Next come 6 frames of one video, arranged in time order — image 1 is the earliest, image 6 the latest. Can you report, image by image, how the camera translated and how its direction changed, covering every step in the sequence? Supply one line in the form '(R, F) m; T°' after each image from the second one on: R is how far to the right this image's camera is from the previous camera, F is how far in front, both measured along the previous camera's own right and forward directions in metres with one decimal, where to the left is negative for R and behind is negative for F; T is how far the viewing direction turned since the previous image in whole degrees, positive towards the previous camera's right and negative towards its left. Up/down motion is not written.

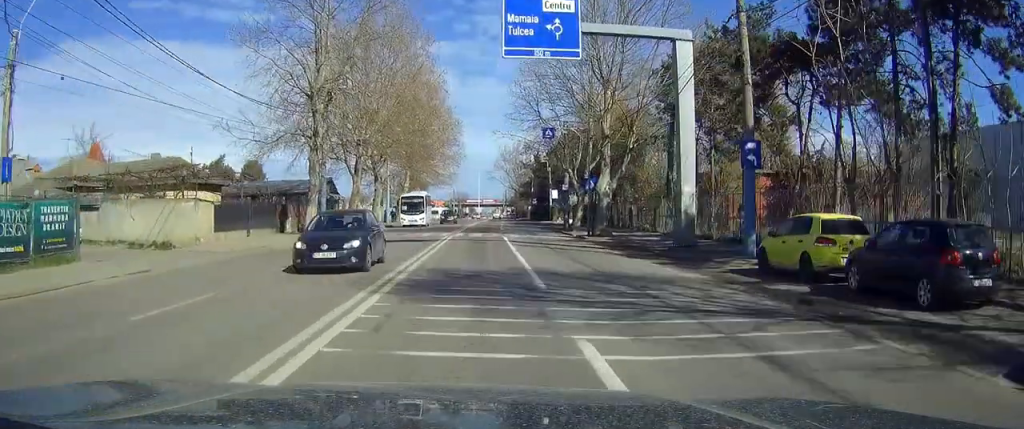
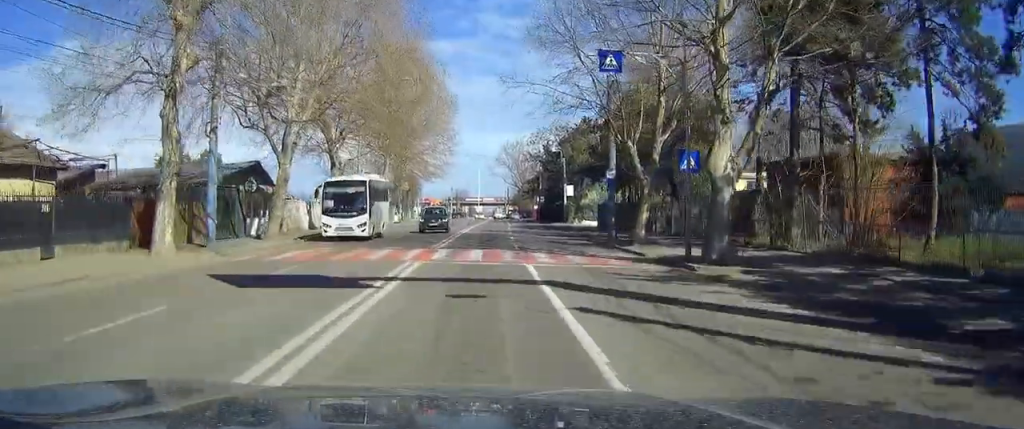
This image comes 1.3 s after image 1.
(-0.2, +19.2) m; -1°
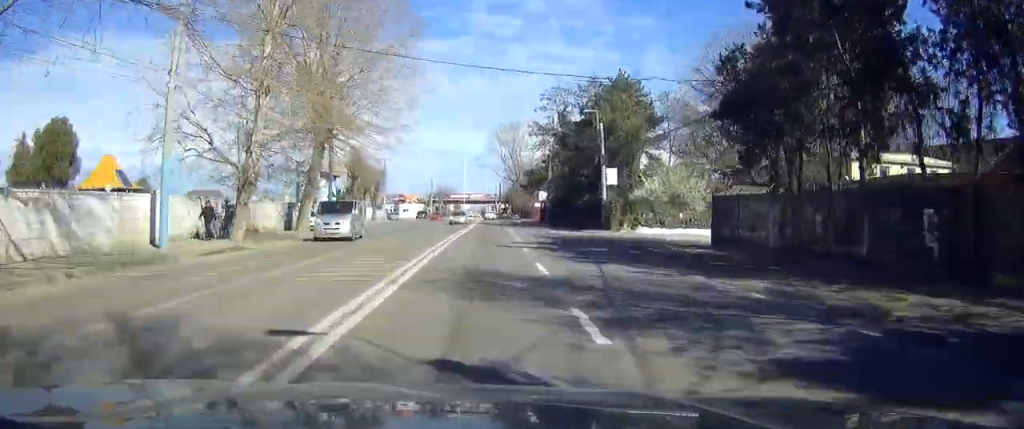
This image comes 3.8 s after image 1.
(+0.1, +36.7) m; +1°
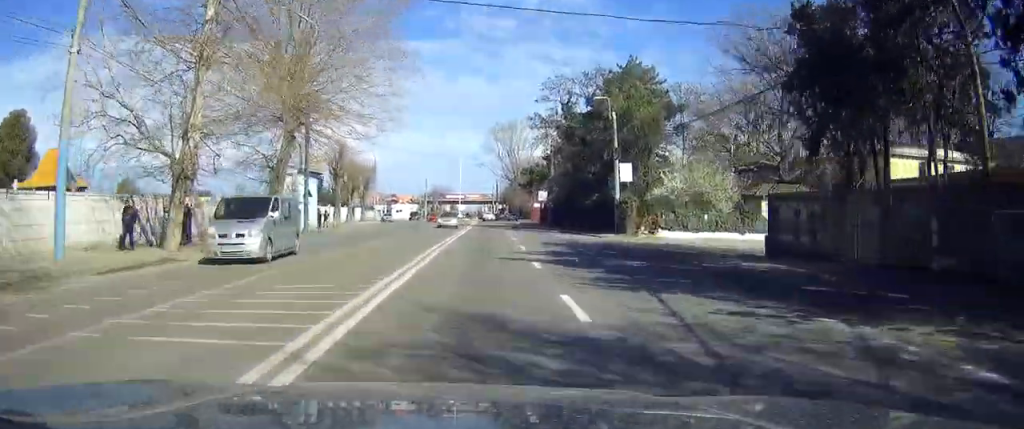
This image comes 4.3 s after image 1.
(0.0, +6.9) m; 0°
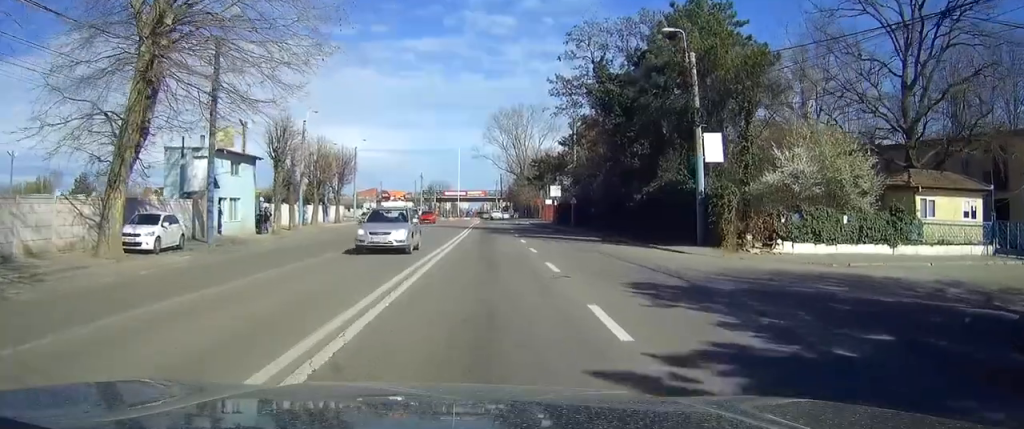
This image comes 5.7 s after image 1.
(+0.1, +18.4) m; -1°
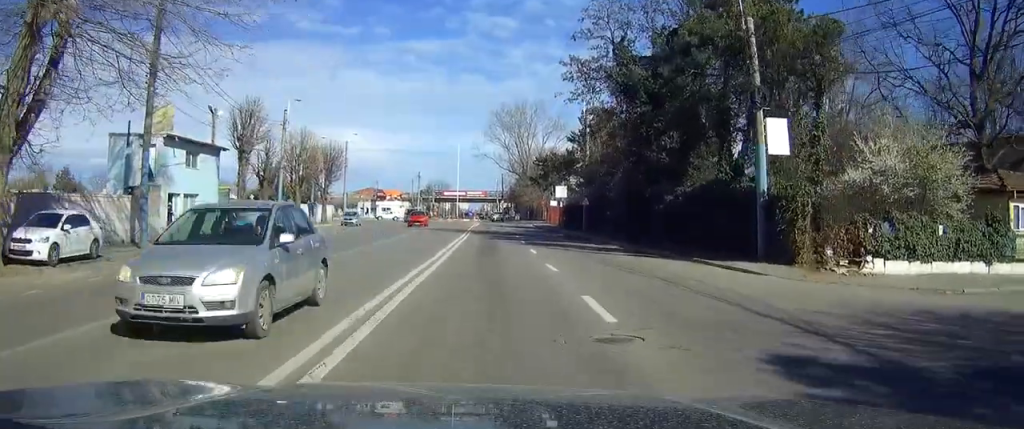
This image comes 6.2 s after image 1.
(0.0, +7.0) m; 0°
